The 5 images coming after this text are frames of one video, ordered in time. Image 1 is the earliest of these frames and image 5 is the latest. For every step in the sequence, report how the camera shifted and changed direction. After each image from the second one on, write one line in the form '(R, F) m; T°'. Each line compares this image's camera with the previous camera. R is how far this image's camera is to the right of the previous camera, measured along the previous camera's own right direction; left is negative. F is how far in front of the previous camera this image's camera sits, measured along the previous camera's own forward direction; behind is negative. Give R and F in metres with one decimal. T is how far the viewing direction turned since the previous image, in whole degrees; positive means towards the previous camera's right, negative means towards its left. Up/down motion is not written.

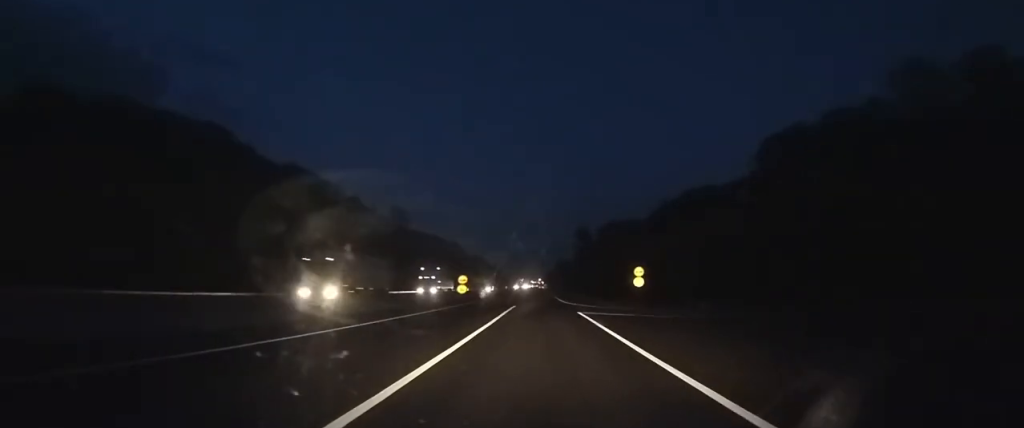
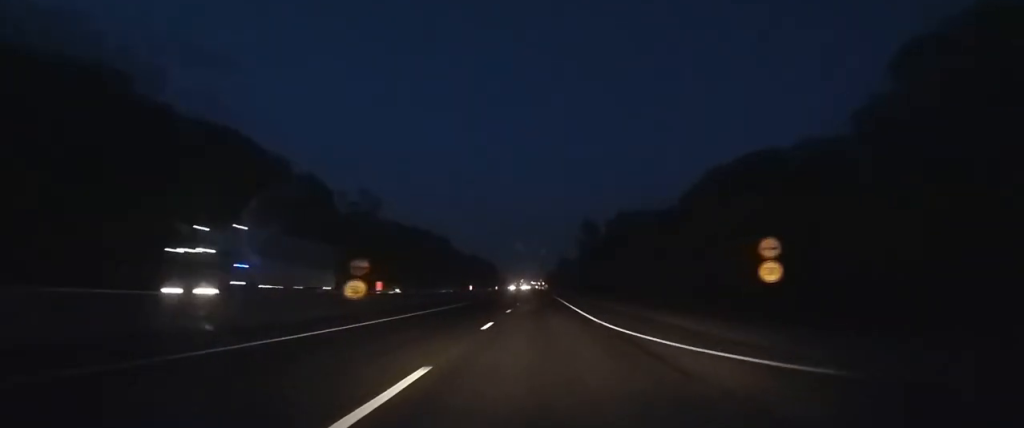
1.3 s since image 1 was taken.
(+0.2, +32.1) m; +1°
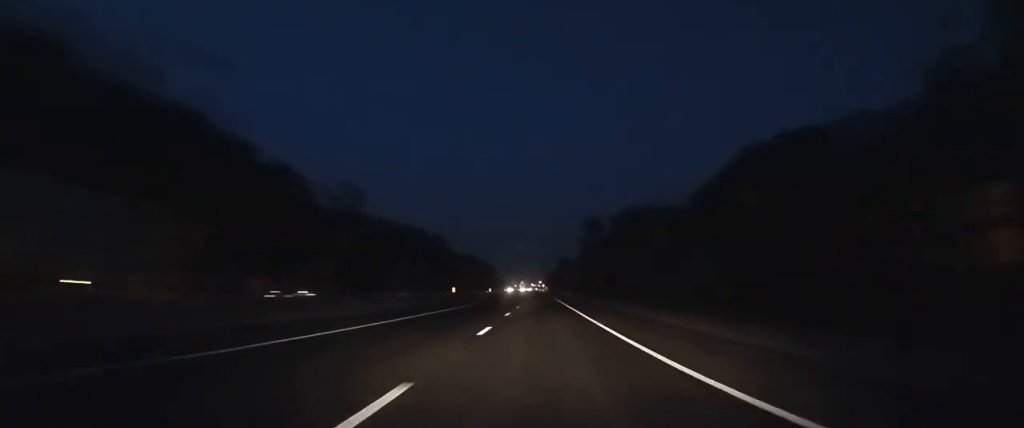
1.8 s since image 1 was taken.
(0.0, +13.3) m; 0°
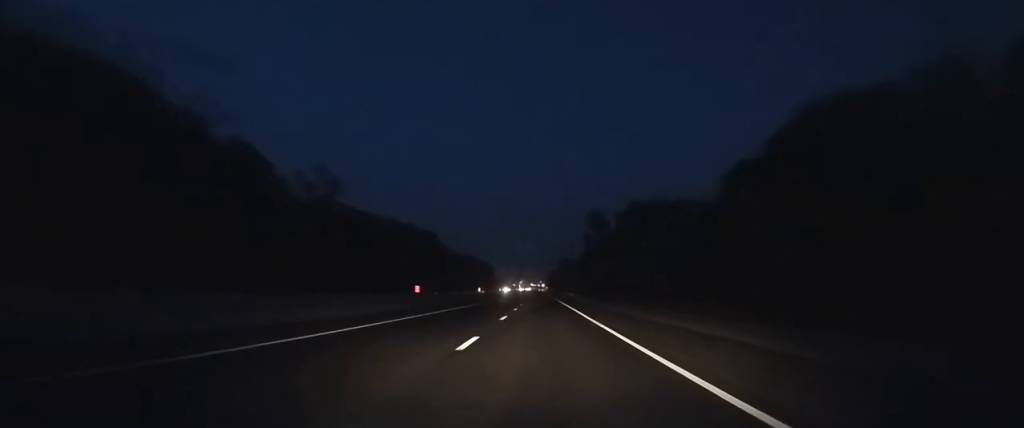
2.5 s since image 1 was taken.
(0.0, +15.9) m; 0°
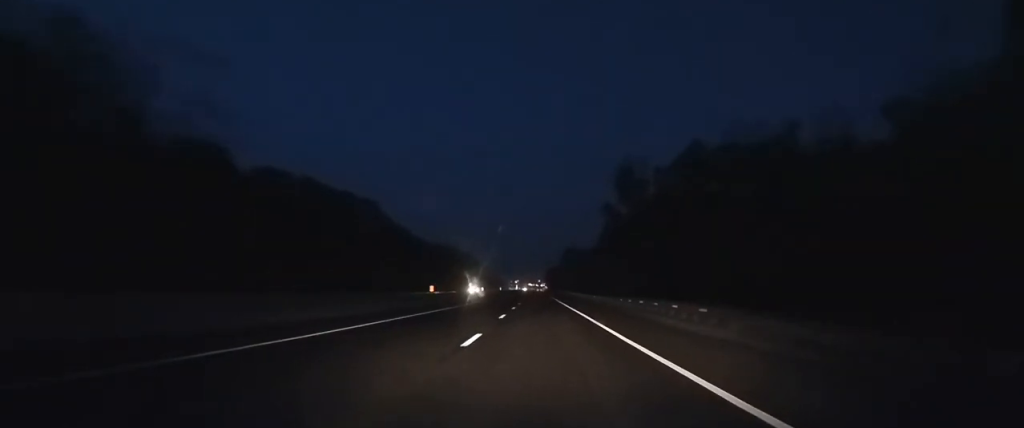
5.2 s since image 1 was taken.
(0.0, +71.0) m; 0°
